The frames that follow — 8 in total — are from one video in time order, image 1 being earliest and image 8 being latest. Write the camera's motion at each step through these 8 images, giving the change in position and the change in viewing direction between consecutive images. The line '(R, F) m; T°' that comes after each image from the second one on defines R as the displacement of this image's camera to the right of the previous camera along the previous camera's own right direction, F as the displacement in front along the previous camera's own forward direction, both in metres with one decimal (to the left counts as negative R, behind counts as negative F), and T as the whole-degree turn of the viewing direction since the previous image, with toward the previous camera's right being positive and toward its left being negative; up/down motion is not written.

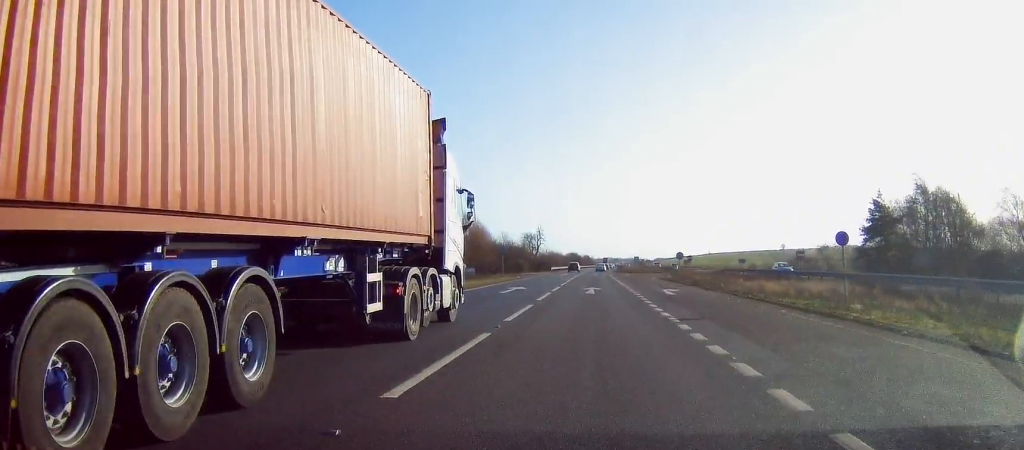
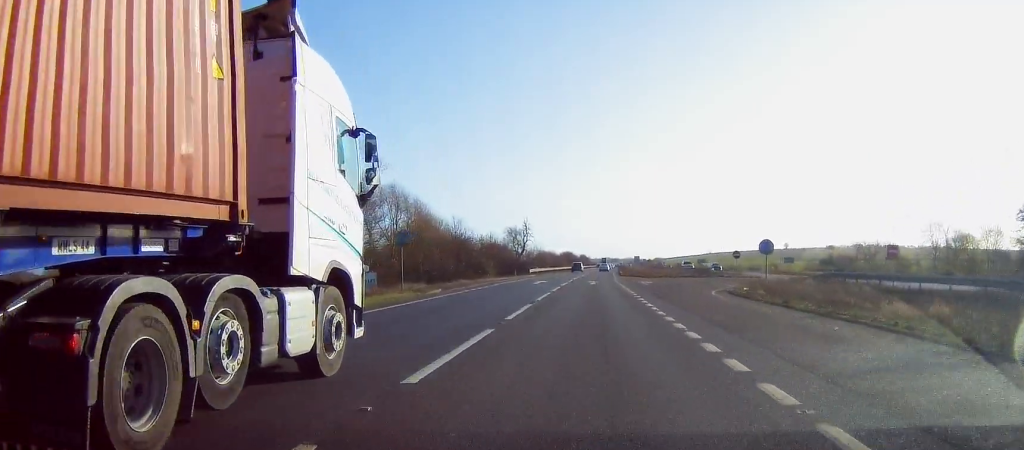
(+0.4, +35.3) m; 0°
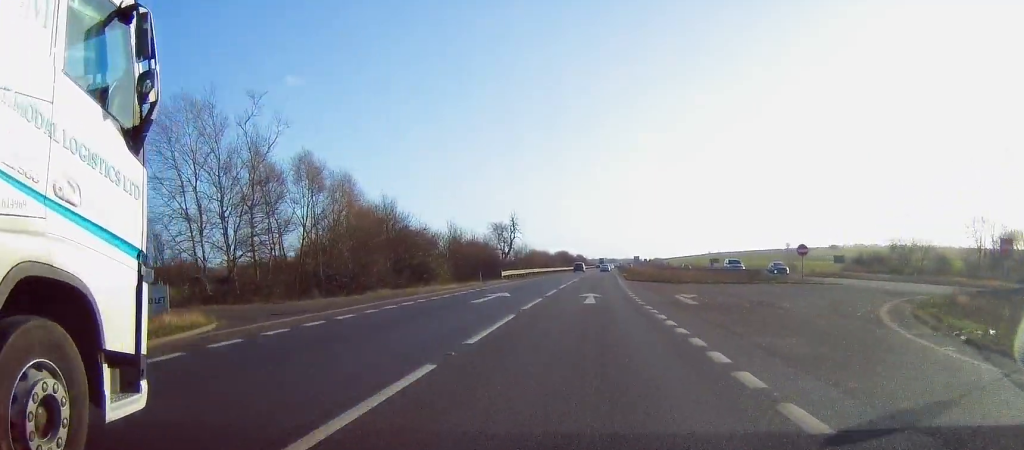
(-0.1, +22.9) m; 0°
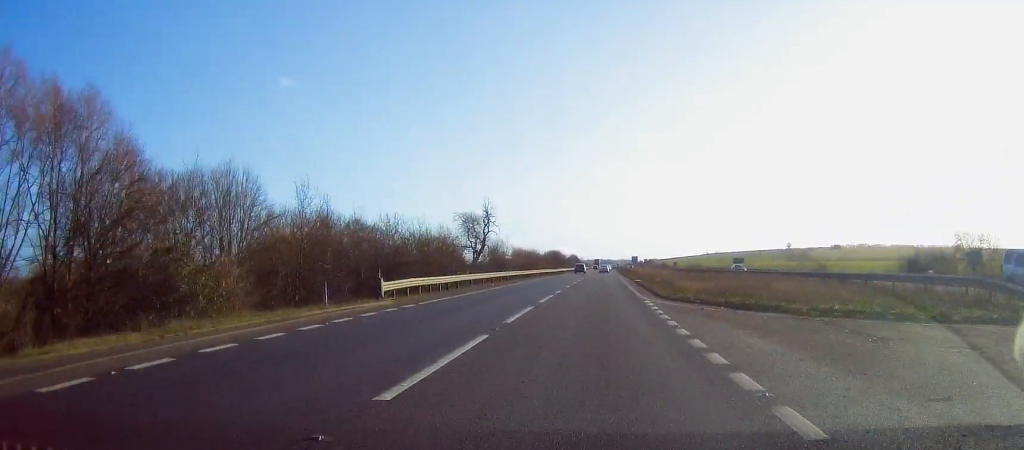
(0.0, +32.2) m; 0°
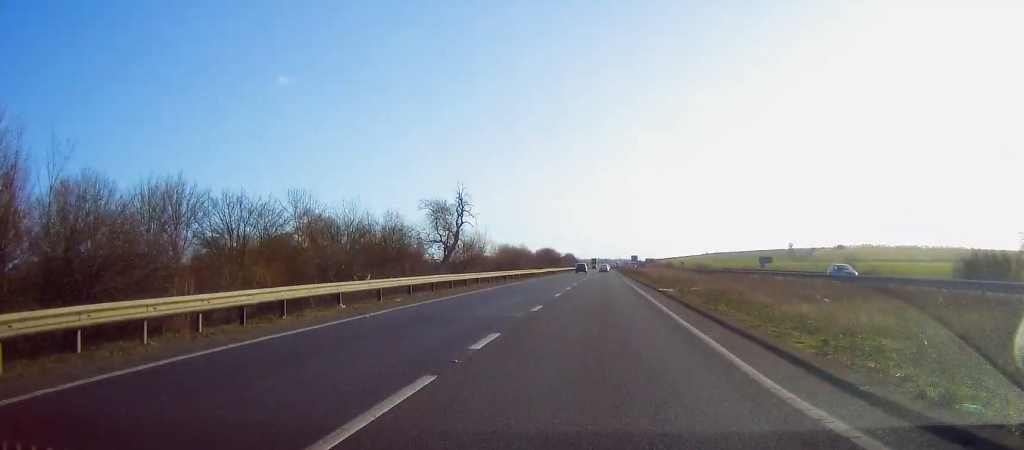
(+0.2, +22.9) m; 0°
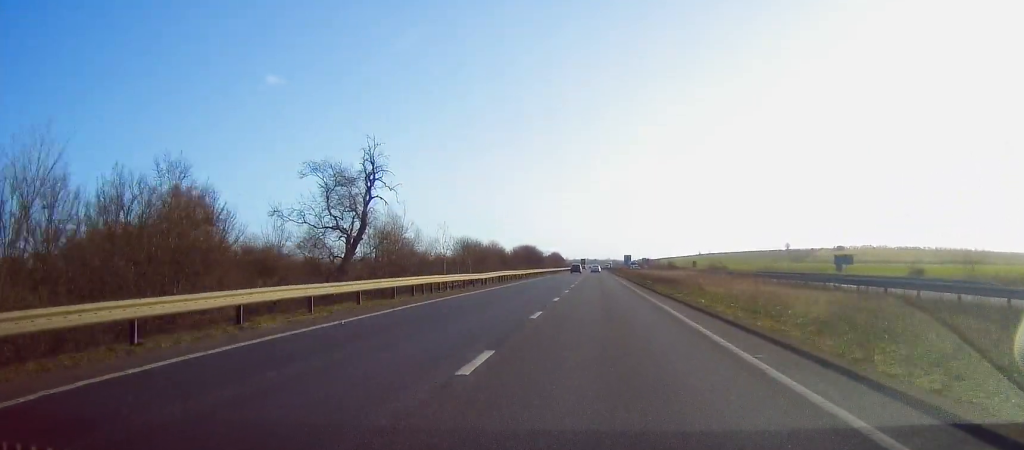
(-0.2, +38.6) m; +1°
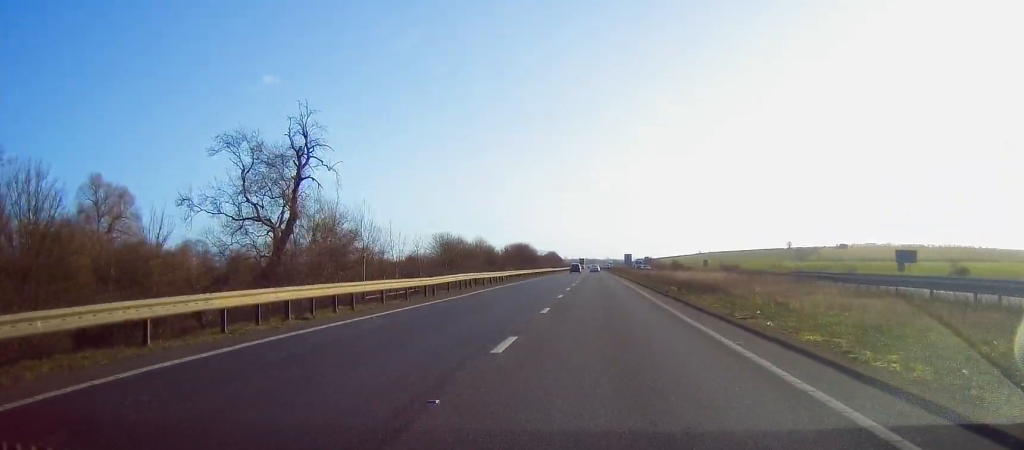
(0.0, +15.6) m; +1°
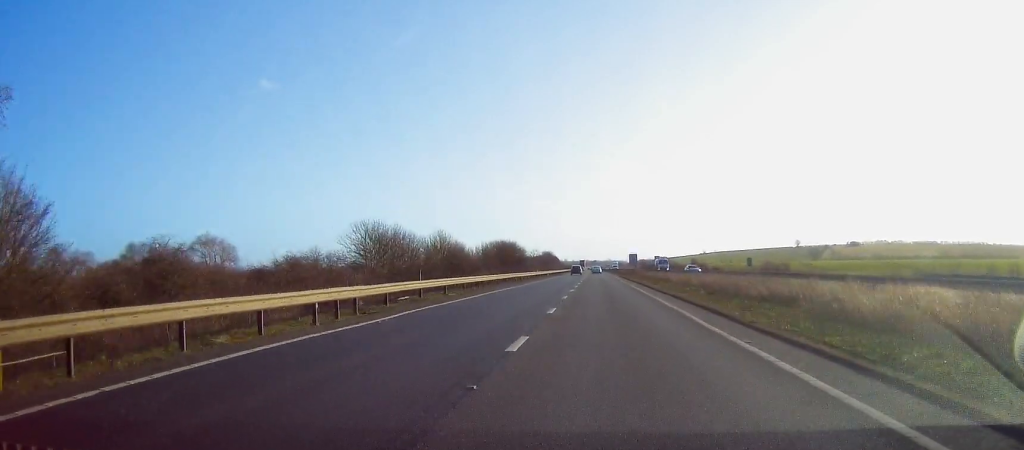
(+0.5, +35.5) m; 0°
